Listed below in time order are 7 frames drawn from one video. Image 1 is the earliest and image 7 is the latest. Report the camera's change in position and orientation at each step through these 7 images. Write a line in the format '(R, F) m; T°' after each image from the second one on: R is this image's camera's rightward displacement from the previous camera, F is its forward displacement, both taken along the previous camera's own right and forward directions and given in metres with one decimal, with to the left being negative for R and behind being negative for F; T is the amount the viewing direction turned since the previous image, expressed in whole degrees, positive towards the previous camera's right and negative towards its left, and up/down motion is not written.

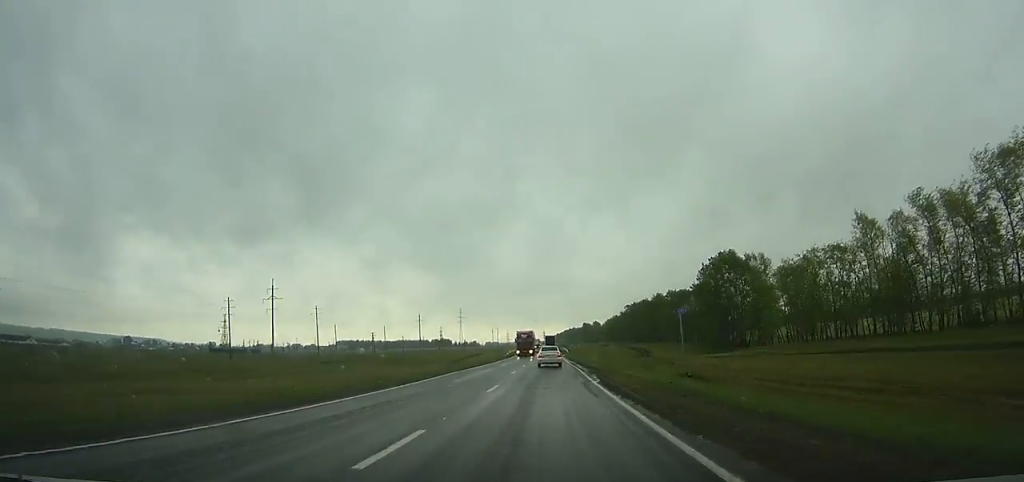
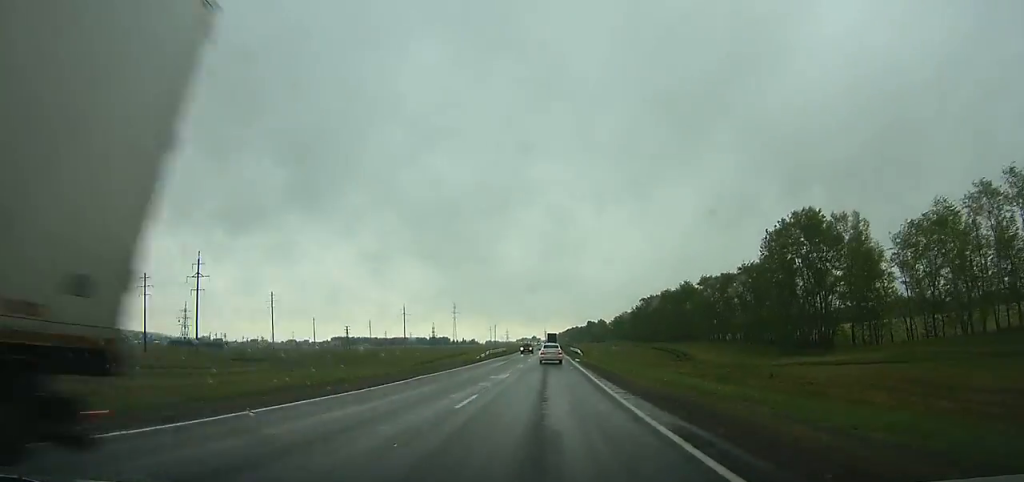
(-0.1, +42.9) m; 0°
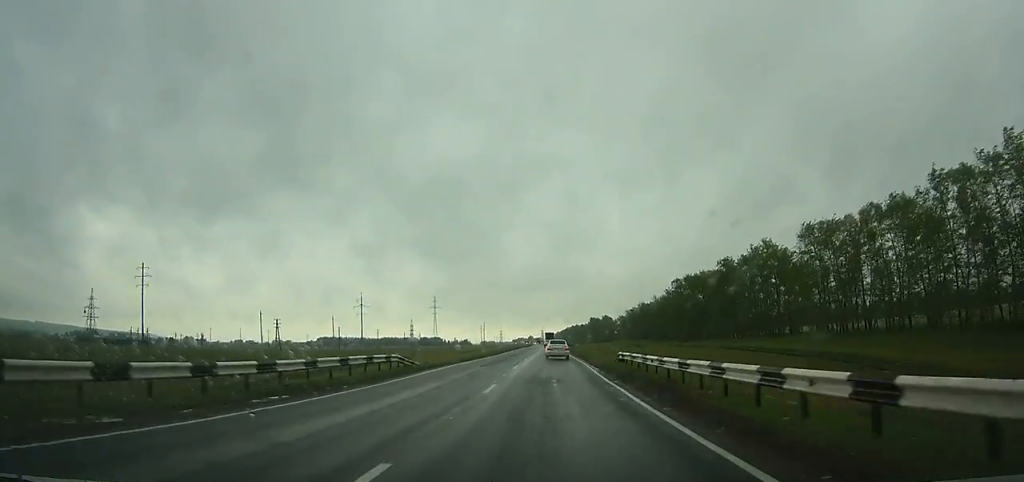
(+0.4, +67.7) m; +1°
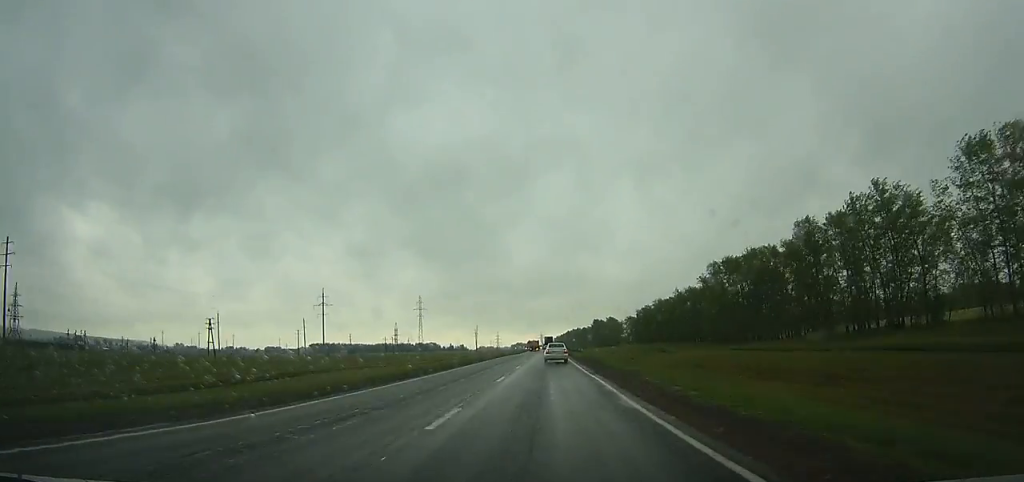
(+0.2, +42.4) m; 0°
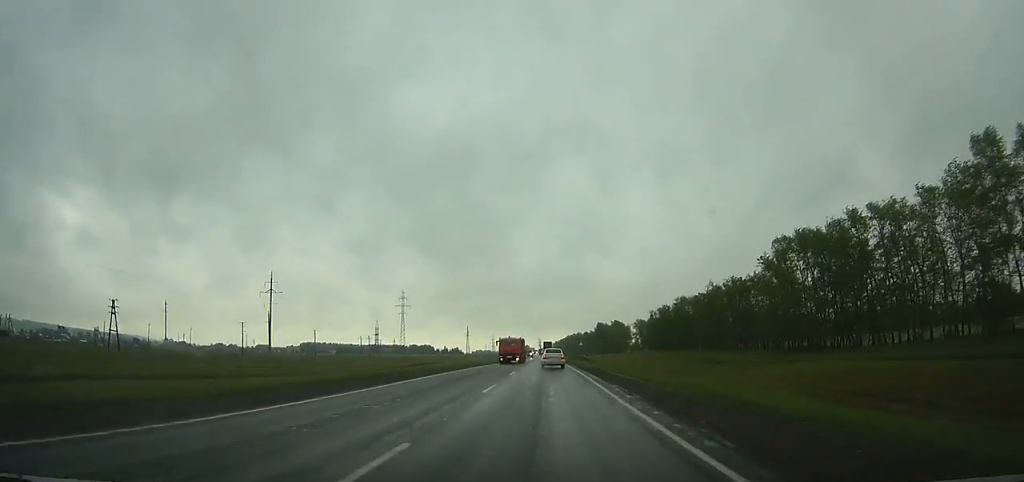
(+0.1, +41.3) m; 0°
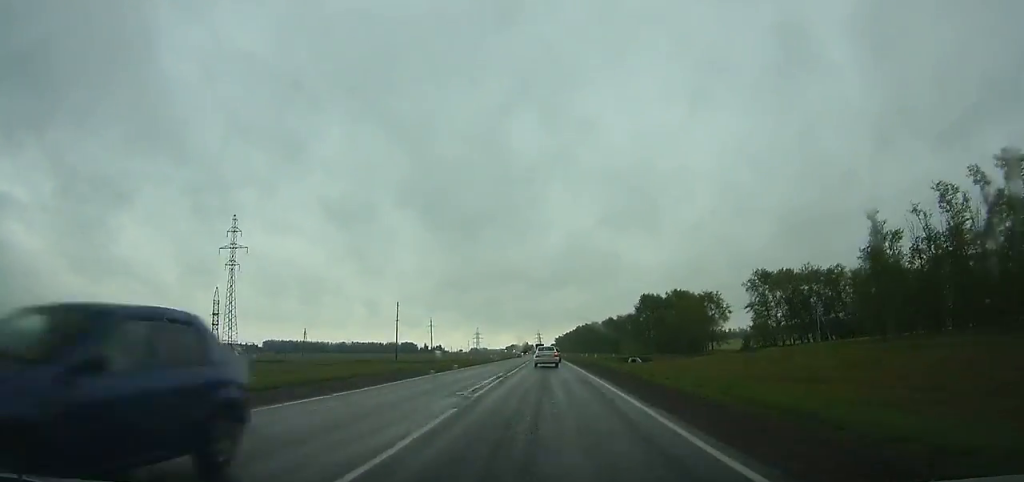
(-2.1, +171.6) m; -1°
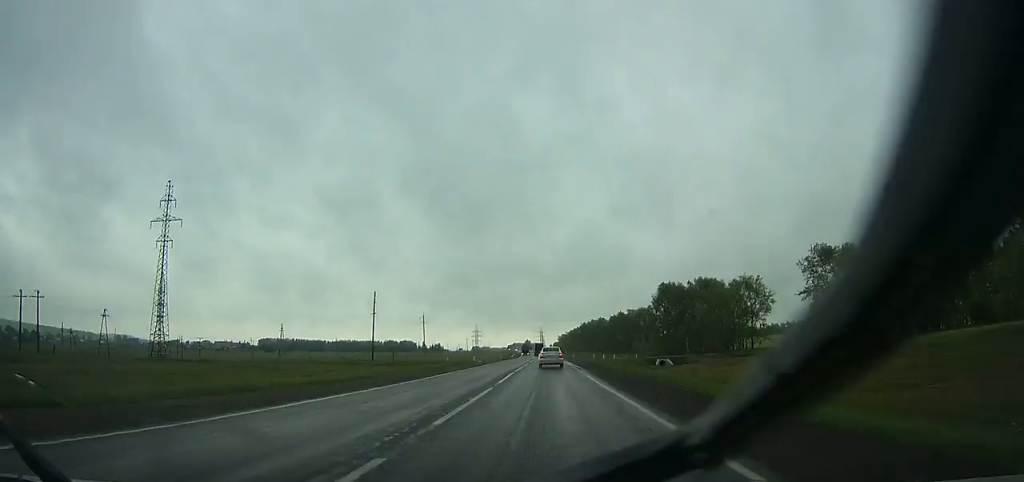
(0.0, +28.5) m; 0°
